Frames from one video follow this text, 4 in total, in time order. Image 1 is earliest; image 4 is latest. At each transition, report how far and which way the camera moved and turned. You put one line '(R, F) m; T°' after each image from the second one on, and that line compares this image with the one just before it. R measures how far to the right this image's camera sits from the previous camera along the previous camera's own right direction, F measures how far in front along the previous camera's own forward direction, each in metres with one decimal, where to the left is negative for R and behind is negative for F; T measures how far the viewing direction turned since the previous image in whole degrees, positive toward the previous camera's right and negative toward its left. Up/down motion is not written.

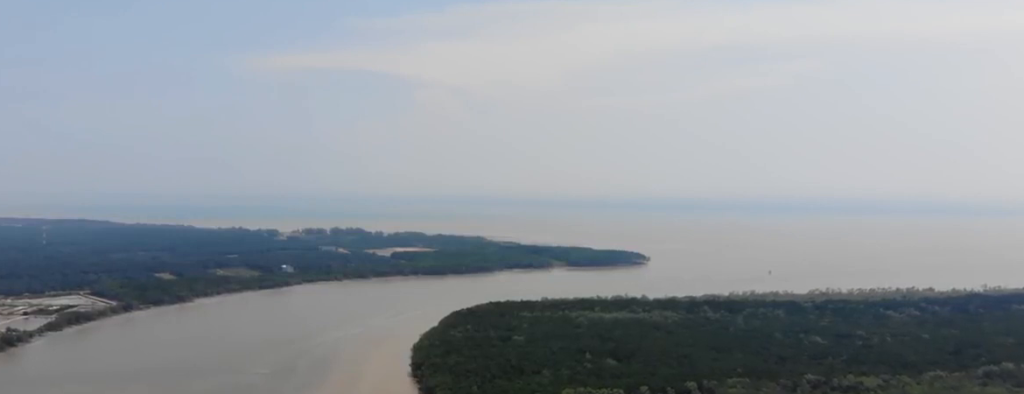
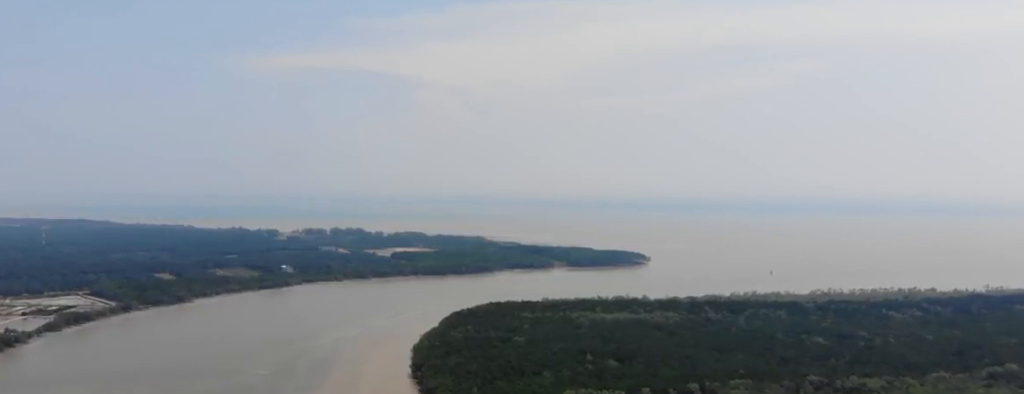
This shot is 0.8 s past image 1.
(0.0, +4.6) m; 0°
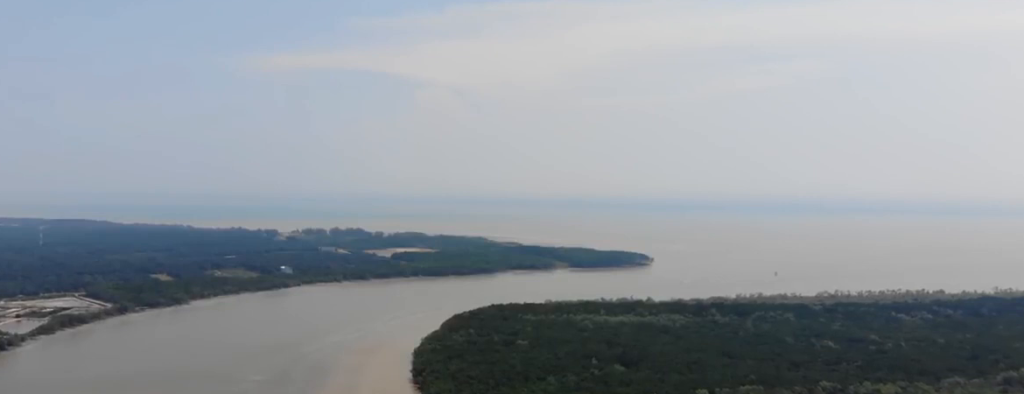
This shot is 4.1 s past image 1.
(-0.2, +17.9) m; -1°
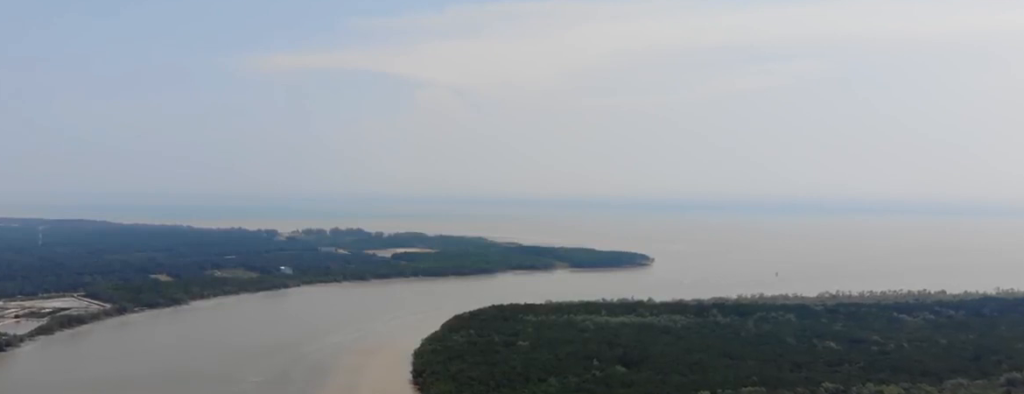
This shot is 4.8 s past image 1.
(0.0, +3.8) m; 0°
